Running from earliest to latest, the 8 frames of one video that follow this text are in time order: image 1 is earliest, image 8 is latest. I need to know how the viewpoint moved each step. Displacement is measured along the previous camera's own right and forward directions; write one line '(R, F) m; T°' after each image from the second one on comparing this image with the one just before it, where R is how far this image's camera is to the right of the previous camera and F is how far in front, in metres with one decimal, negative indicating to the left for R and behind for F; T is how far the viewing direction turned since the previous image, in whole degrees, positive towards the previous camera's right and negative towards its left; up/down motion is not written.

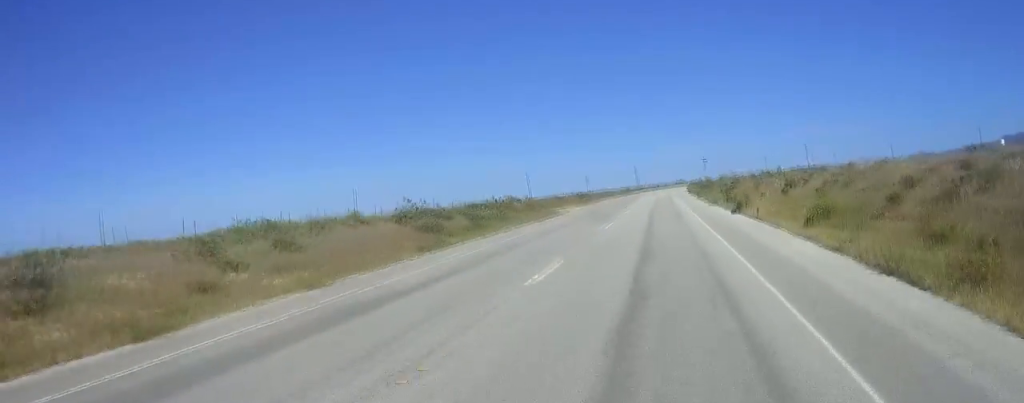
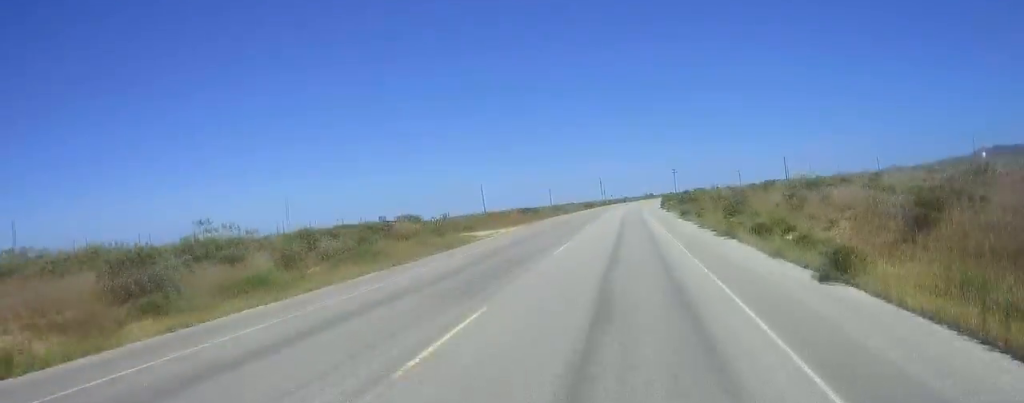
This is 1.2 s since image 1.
(0.0, +18.8) m; 0°
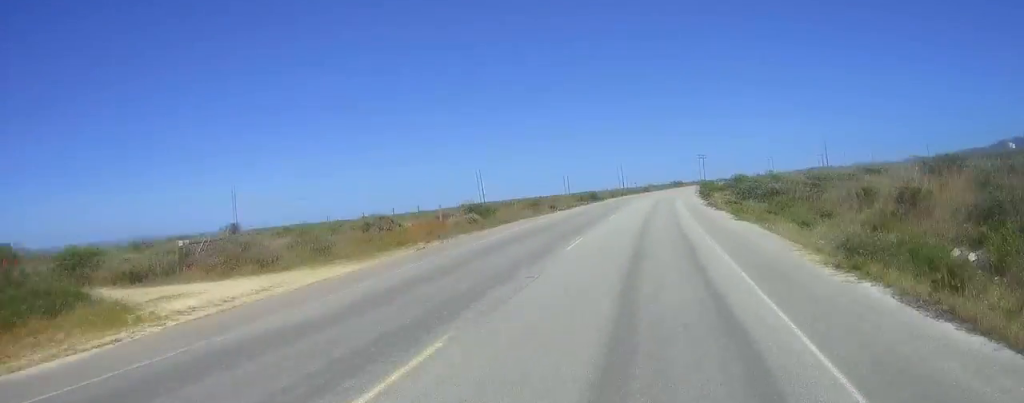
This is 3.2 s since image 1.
(-0.3, +30.7) m; 0°
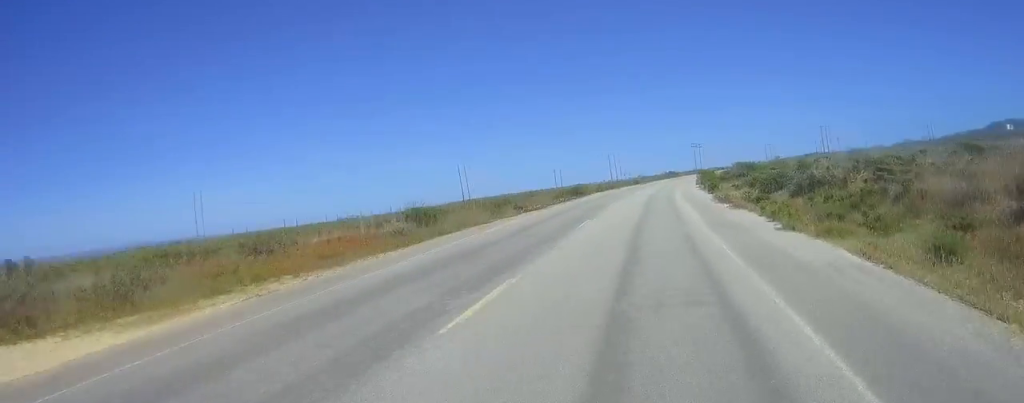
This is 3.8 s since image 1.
(+0.3, +9.9) m; 0°
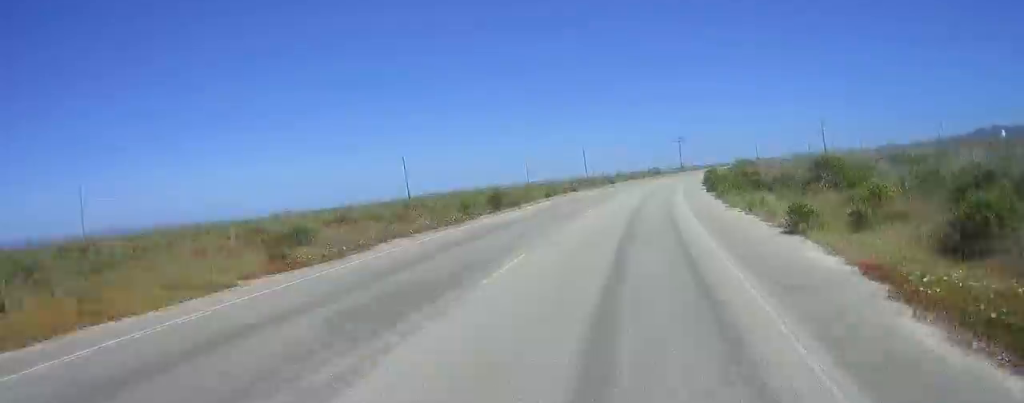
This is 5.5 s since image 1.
(+0.1, +26.0) m; +2°
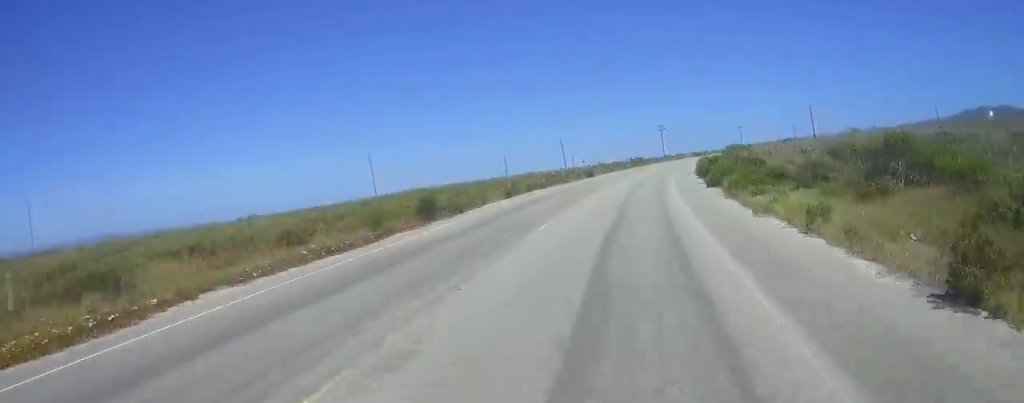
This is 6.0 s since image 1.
(+0.2, +8.8) m; +1°
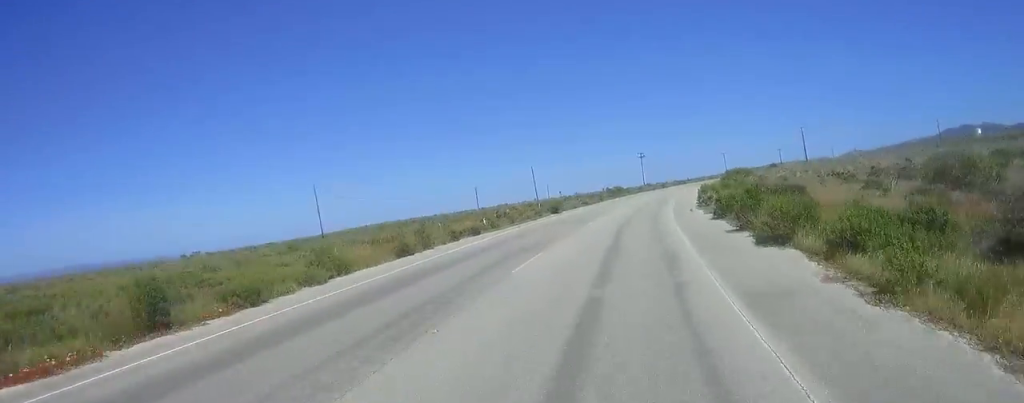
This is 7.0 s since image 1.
(0.0, +14.9) m; +1°
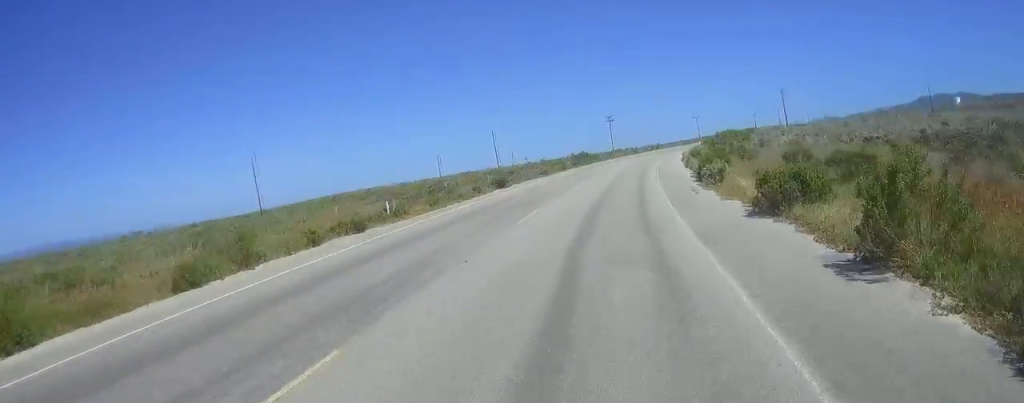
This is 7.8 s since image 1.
(+0.3, +11.1) m; +1°
